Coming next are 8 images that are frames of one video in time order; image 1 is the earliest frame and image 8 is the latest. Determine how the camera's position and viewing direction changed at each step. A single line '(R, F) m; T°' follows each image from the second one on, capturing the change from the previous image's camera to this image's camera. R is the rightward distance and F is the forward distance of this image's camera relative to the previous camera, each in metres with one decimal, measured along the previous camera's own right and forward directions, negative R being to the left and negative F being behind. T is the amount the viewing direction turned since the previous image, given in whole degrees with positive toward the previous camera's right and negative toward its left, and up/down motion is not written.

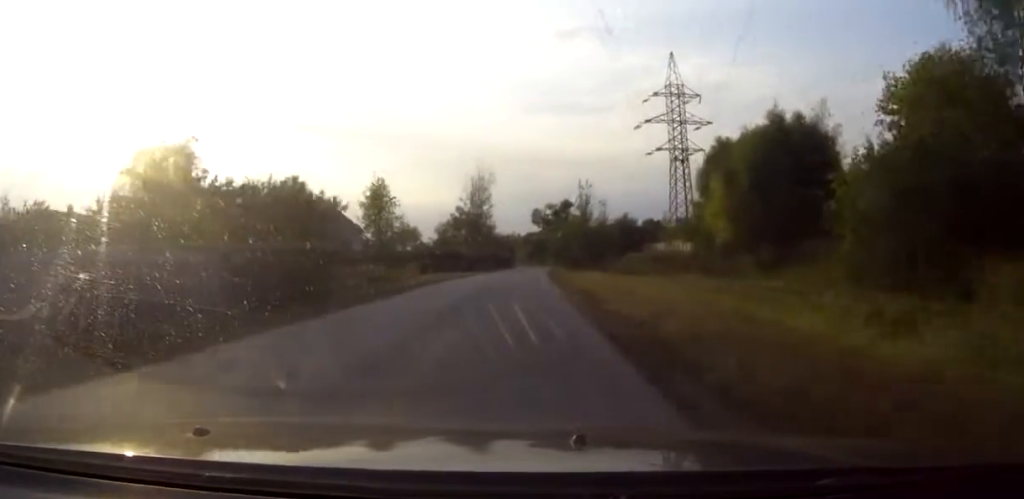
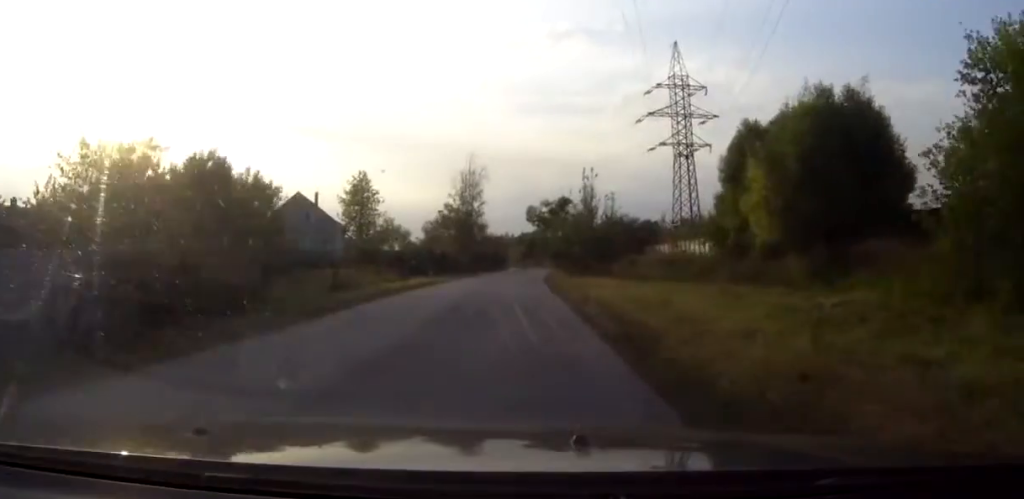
(+0.1, +6.8) m; 0°
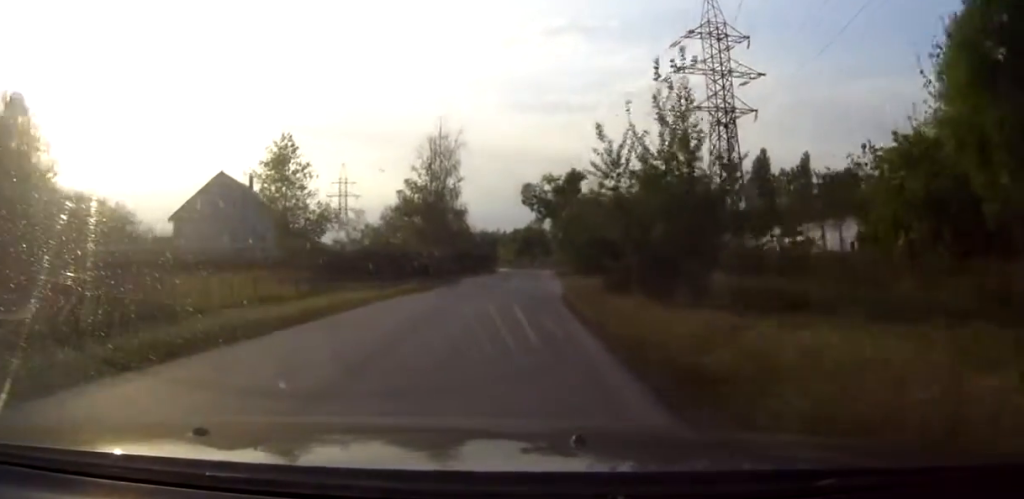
(+0.1, +23.6) m; +1°
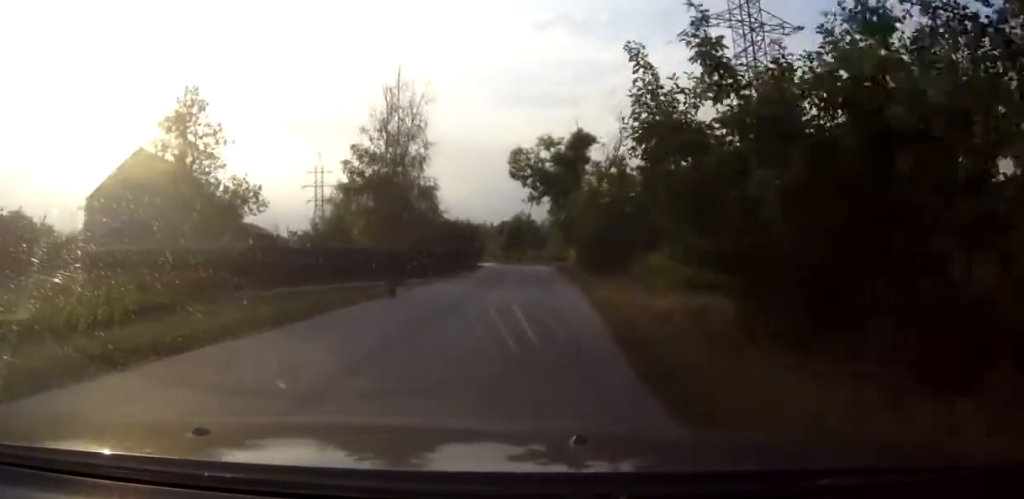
(+0.1, +15.2) m; +1°
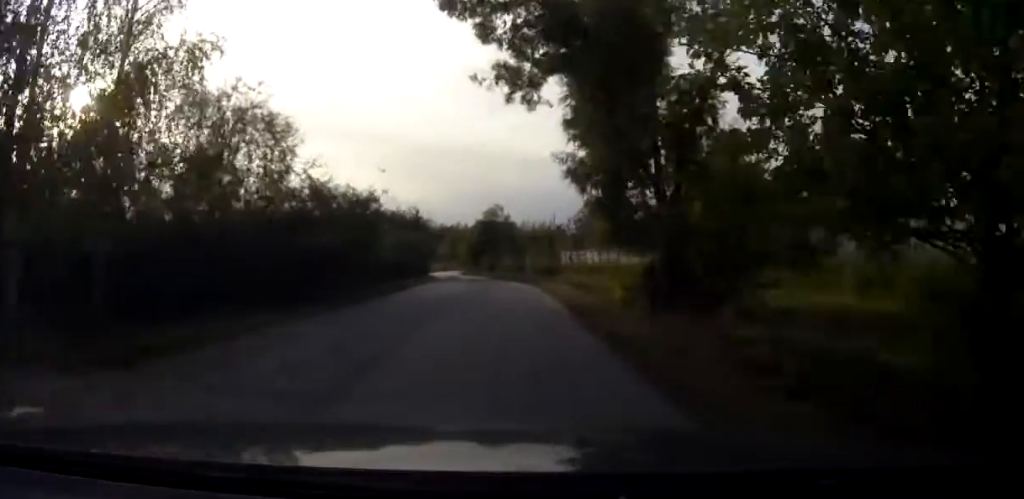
(+0.7, +30.2) m; +1°
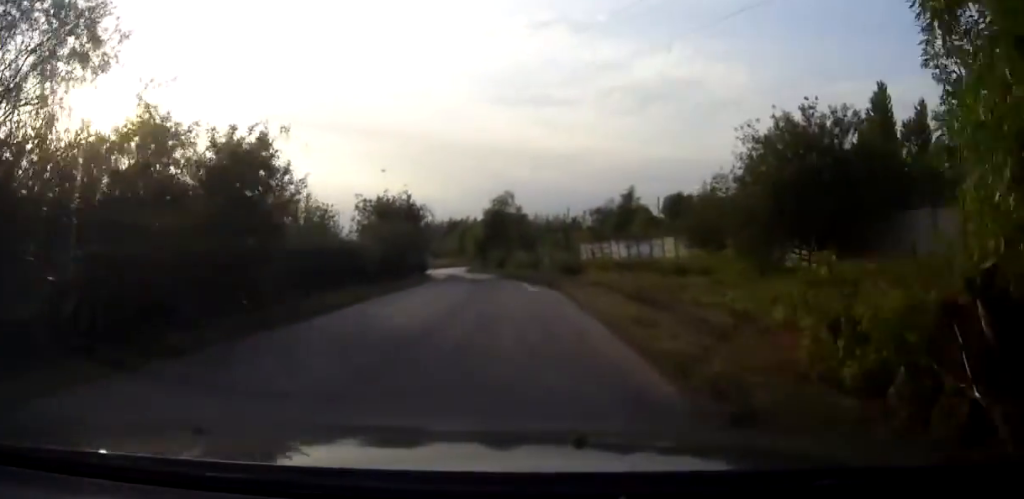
(0.0, +11.3) m; 0°
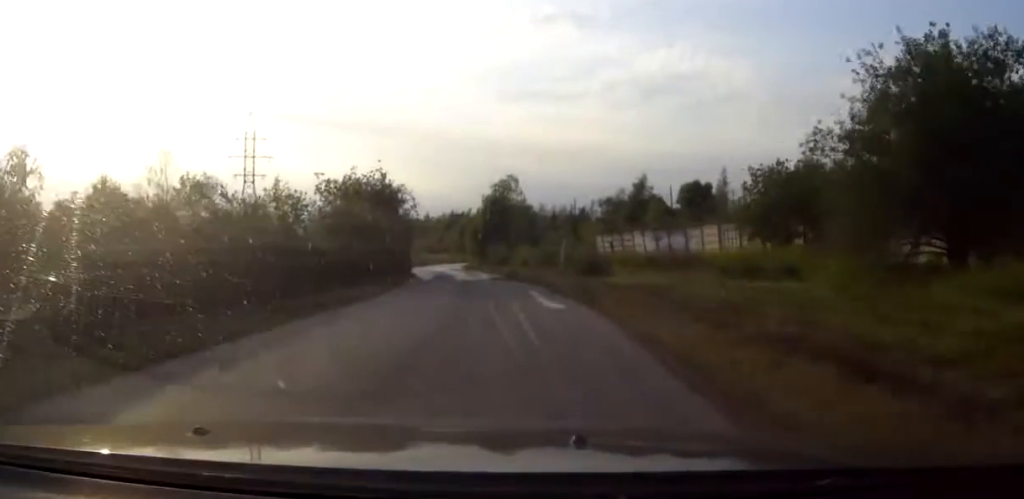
(-0.1, +11.2) m; -1°
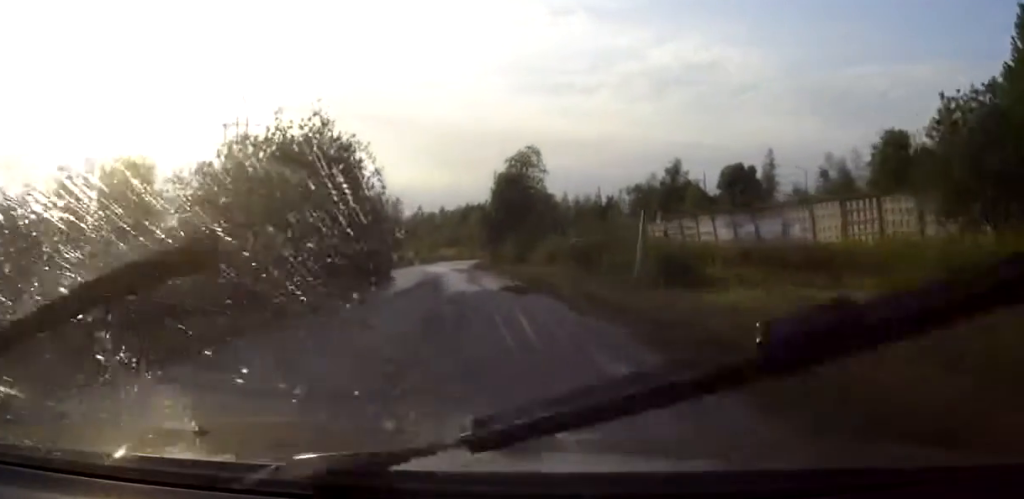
(-0.1, +15.9) m; -1°
